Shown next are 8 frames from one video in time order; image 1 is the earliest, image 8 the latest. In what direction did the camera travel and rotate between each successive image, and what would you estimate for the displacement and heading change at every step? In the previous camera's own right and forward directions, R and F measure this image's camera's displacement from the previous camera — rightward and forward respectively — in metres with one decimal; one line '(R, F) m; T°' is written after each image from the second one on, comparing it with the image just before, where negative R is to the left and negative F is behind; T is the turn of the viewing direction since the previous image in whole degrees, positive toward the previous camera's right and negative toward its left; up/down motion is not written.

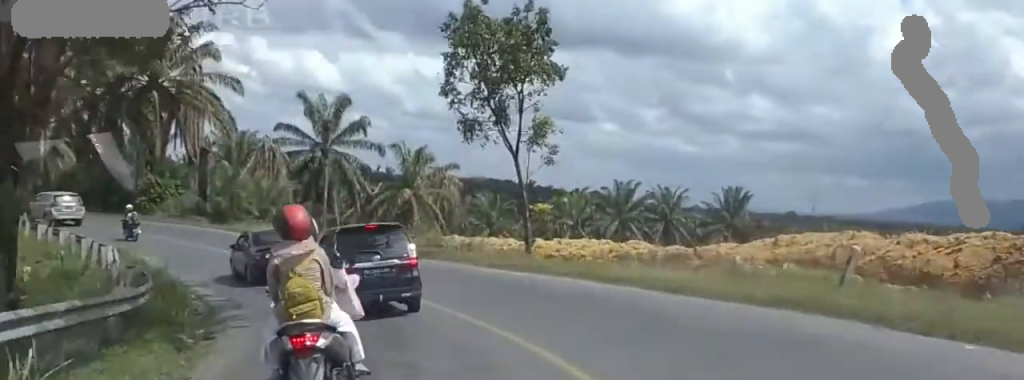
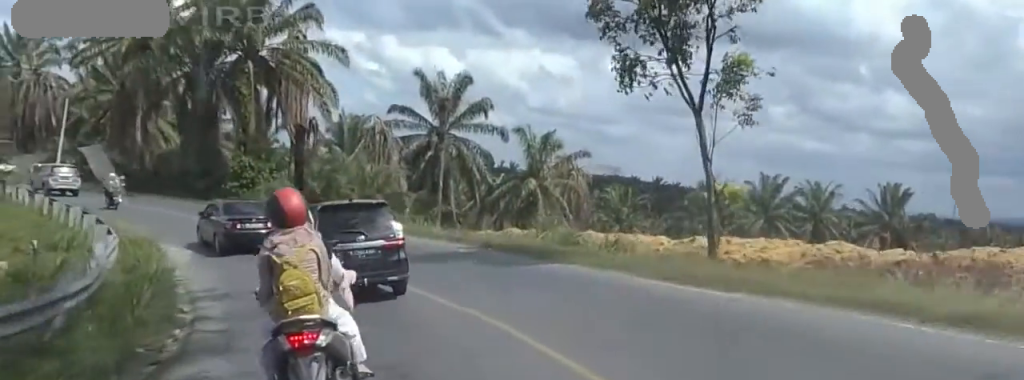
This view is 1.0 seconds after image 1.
(0.0, +13.3) m; +1°
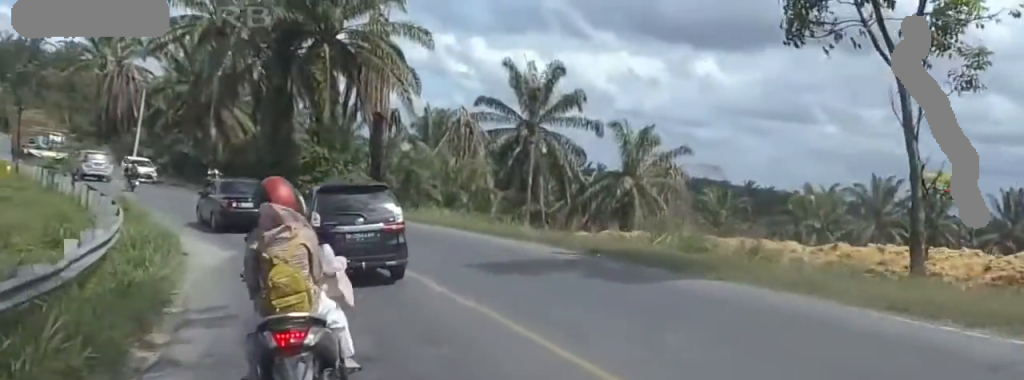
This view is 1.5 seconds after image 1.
(+0.1, +7.7) m; 0°
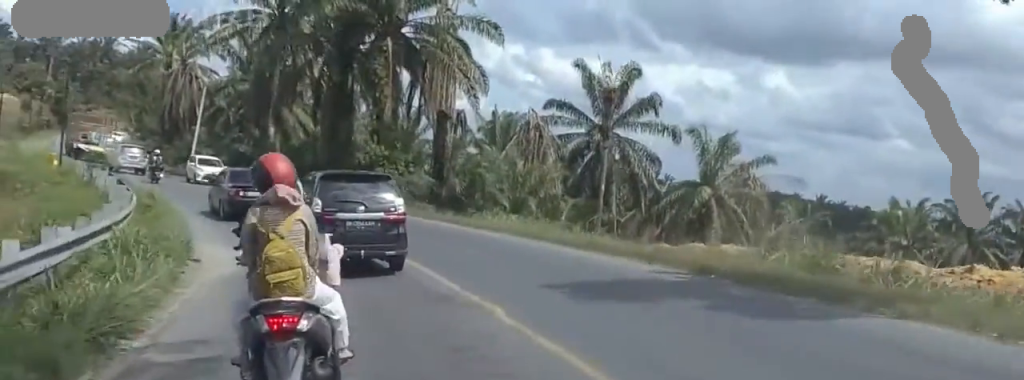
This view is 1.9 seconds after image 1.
(+0.1, +5.5) m; 0°
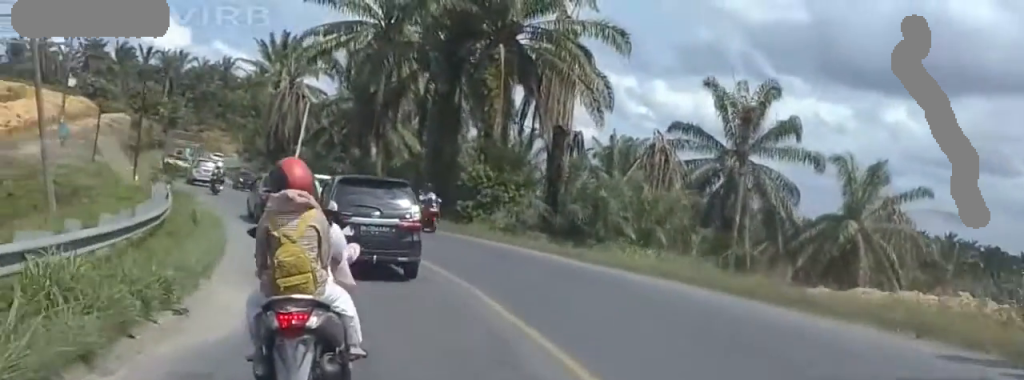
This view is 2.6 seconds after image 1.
(-0.1, +8.9) m; 0°
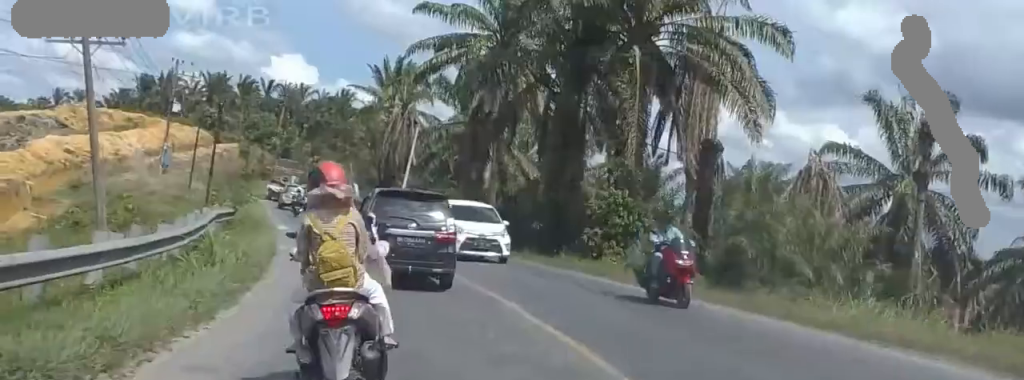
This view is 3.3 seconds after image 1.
(-0.1, +10.1) m; 0°
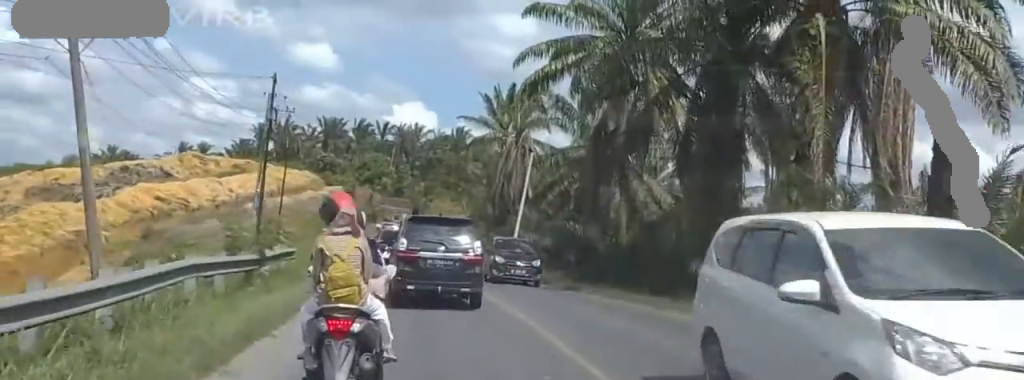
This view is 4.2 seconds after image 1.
(0.0, +12.8) m; 0°
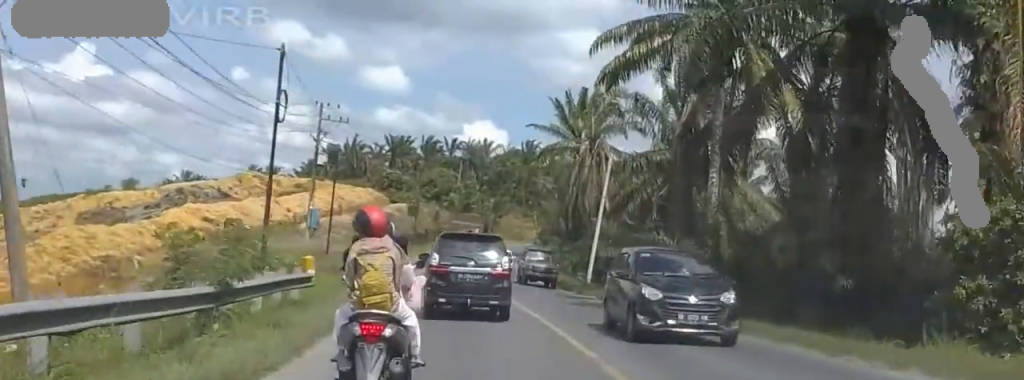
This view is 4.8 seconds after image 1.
(0.0, +8.8) m; -1°
